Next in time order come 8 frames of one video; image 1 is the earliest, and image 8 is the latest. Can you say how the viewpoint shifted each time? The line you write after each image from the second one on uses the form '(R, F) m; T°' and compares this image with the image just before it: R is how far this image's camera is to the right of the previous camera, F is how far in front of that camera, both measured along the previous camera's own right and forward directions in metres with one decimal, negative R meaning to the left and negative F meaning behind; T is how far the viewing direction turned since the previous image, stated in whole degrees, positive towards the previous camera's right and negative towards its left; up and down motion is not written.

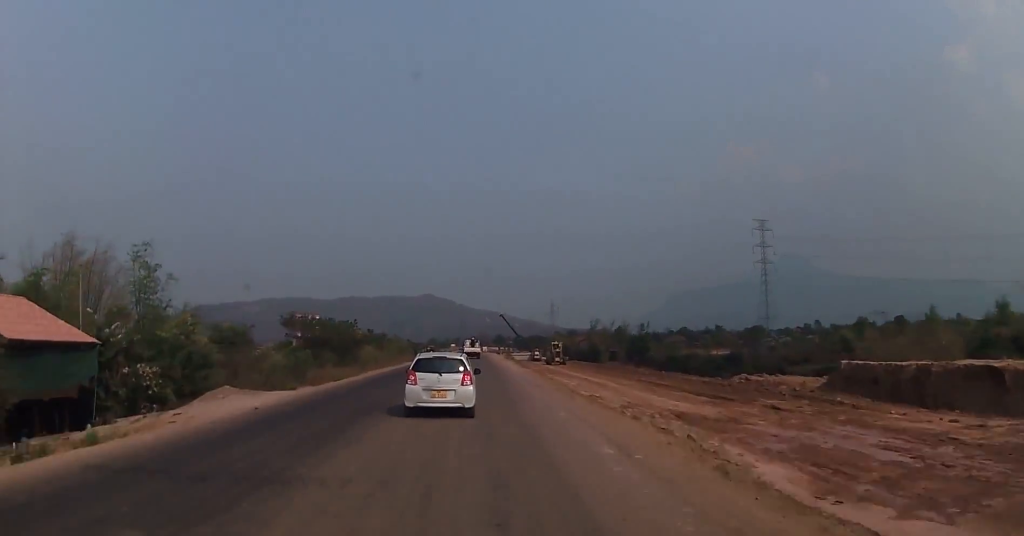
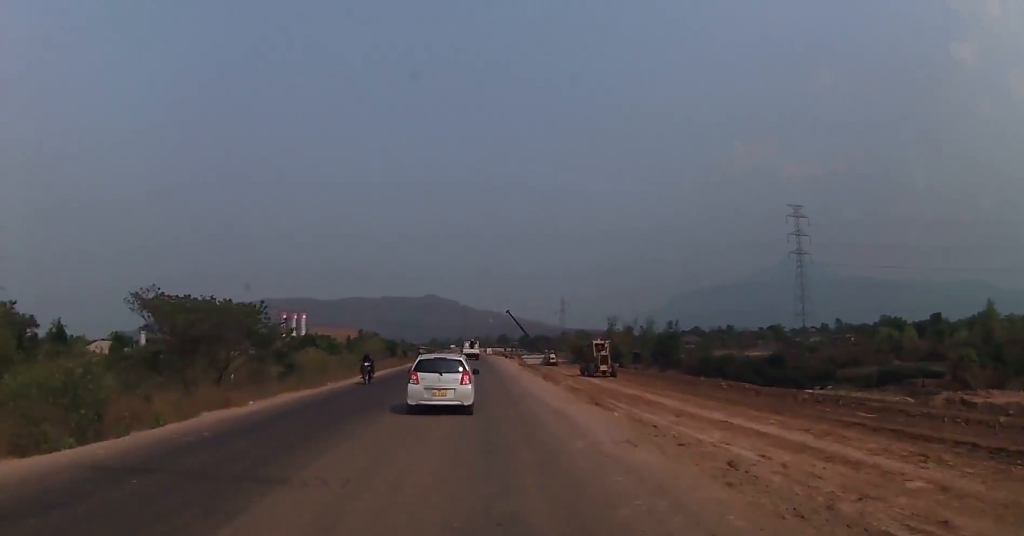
(-0.1, +28.2) m; -1°
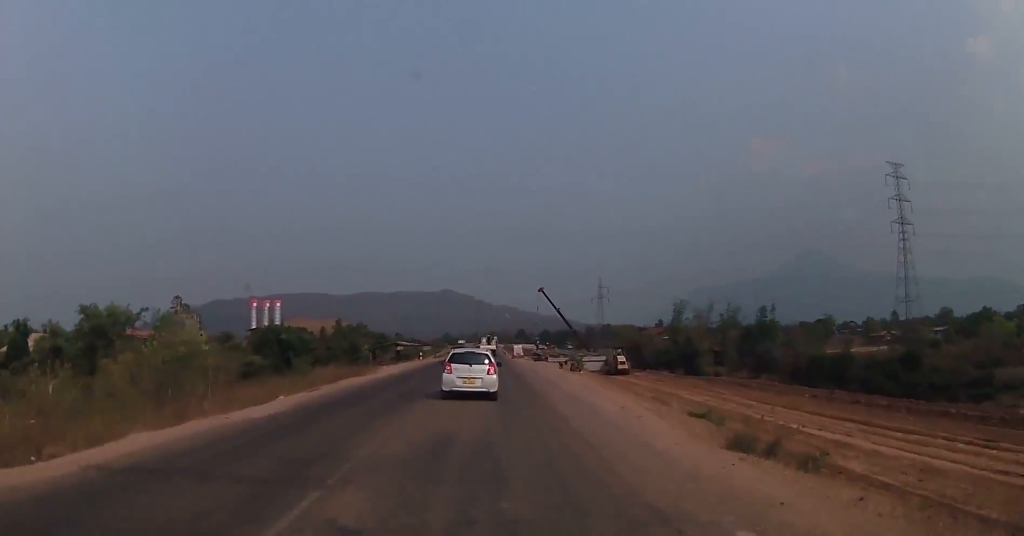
(-0.5, +55.8) m; -1°
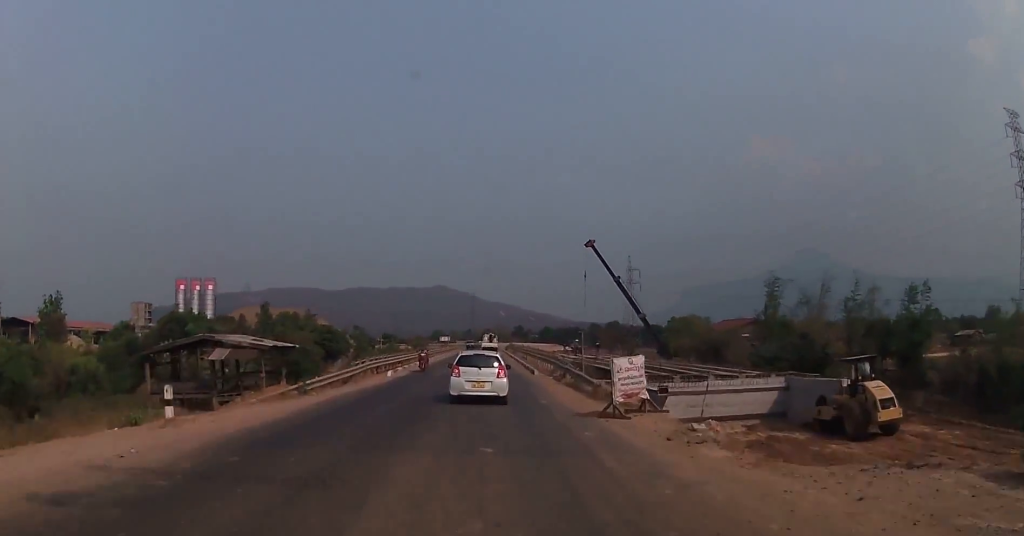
(-0.2, +53.3) m; 0°
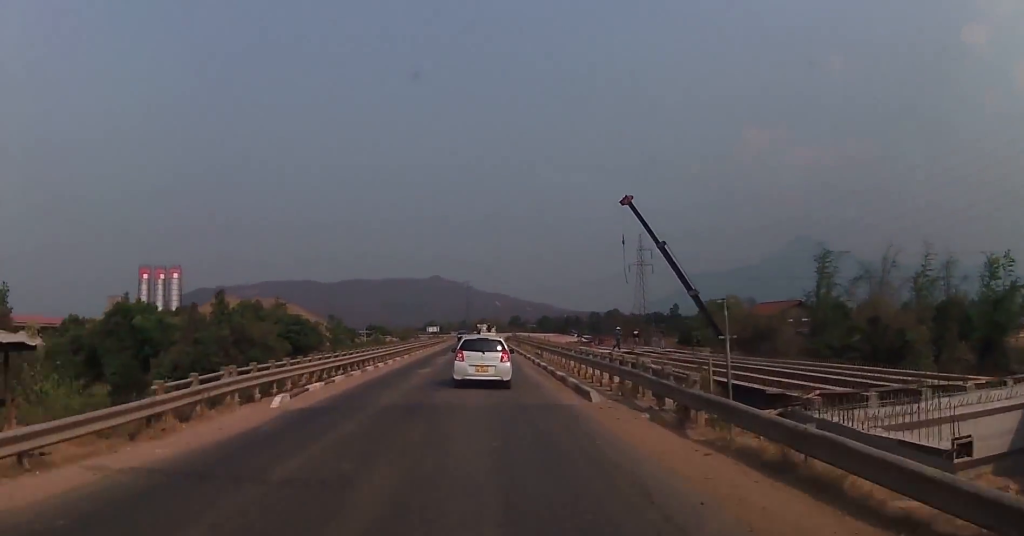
(0.0, +18.3) m; 0°
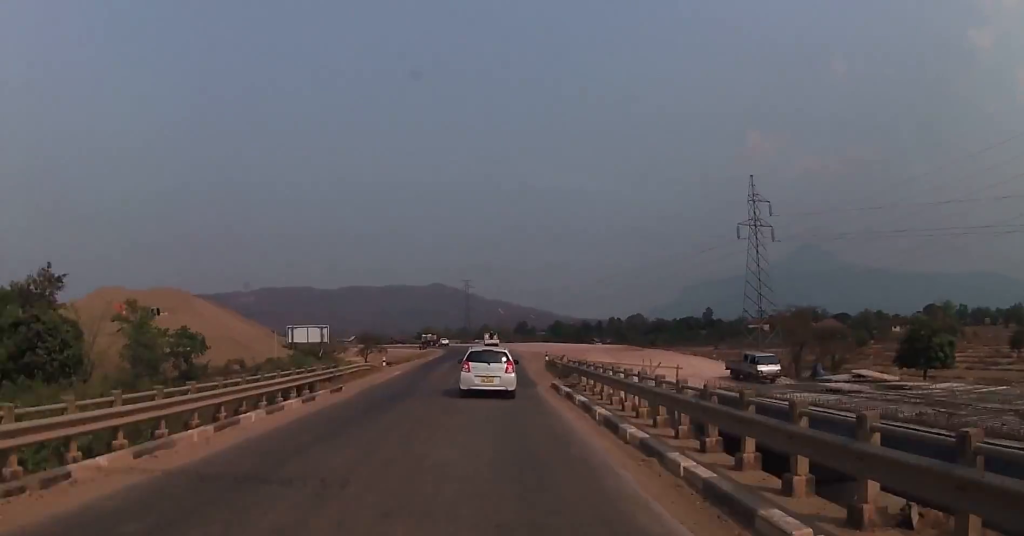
(+0.6, +71.5) m; 0°
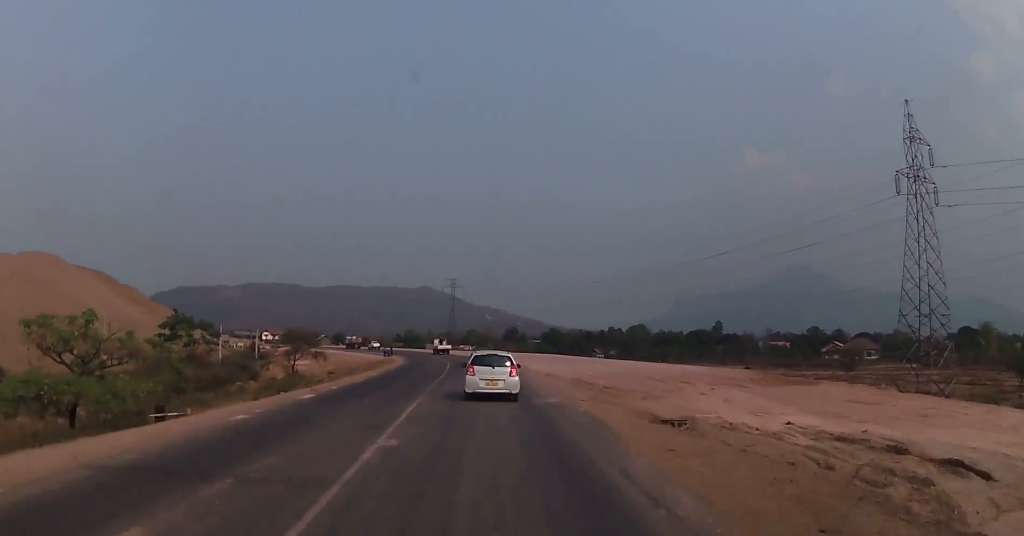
(-0.1, +41.8) m; -1°
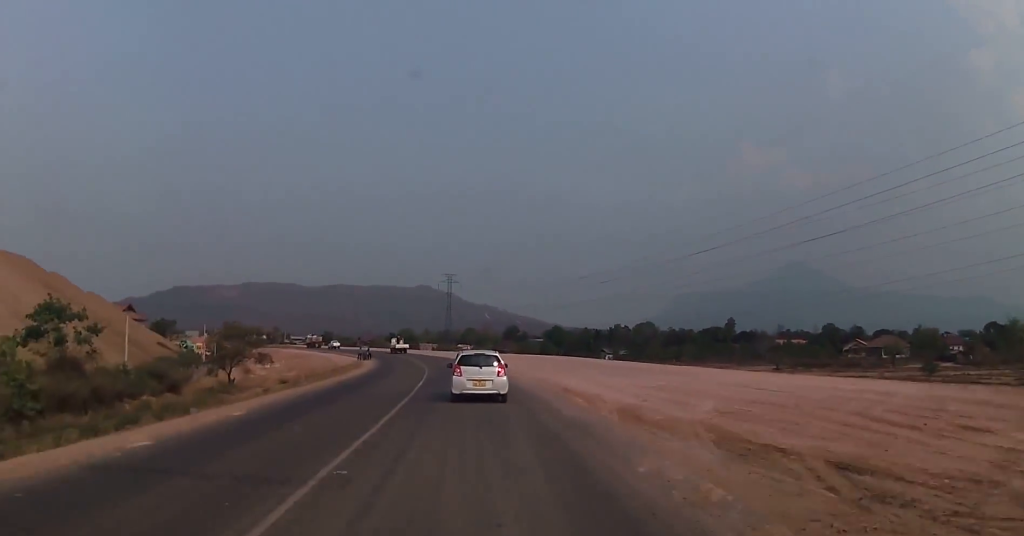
(+0.3, +21.3) m; -1°
